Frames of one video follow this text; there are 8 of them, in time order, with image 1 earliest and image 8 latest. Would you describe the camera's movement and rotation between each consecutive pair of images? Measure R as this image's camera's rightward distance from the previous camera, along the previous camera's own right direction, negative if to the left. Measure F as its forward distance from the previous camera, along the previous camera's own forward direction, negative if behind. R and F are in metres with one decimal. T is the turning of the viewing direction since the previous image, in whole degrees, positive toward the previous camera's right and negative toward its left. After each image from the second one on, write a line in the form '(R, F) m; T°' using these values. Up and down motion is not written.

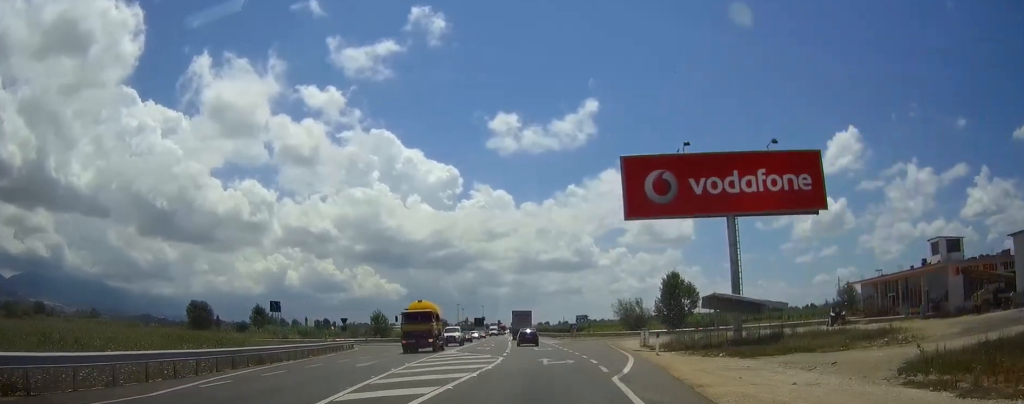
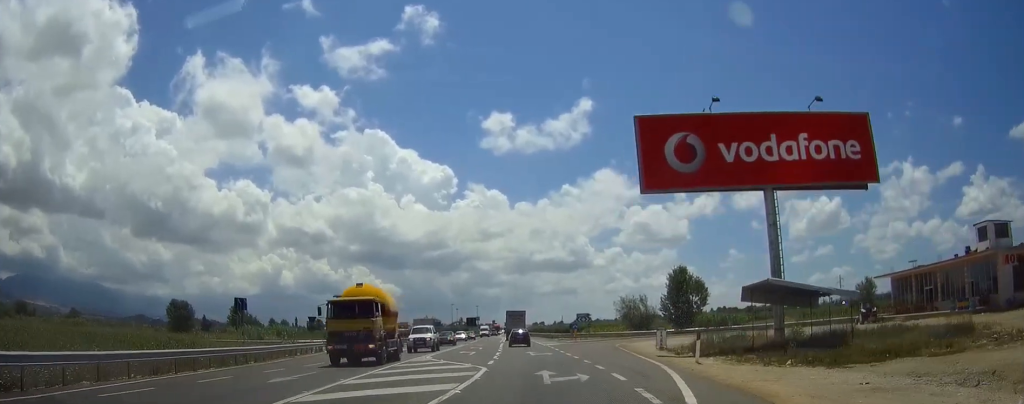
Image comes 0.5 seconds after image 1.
(0.0, +8.8) m; 0°
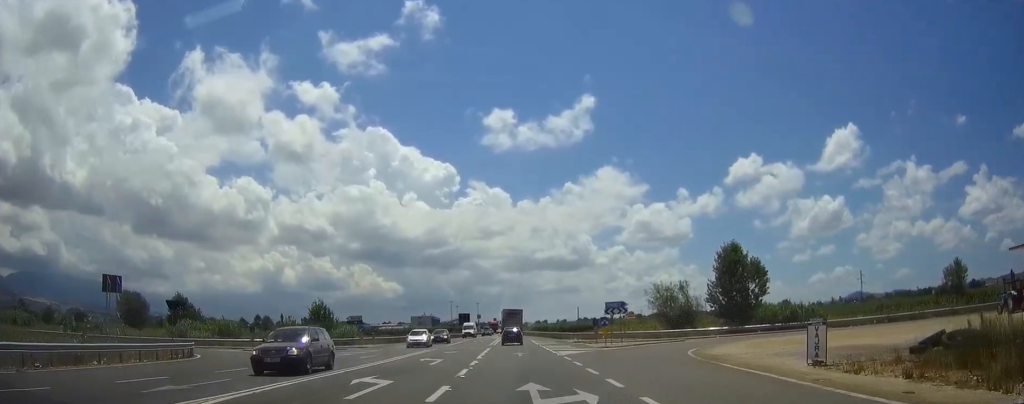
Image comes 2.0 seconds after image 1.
(0.0, +25.1) m; 0°
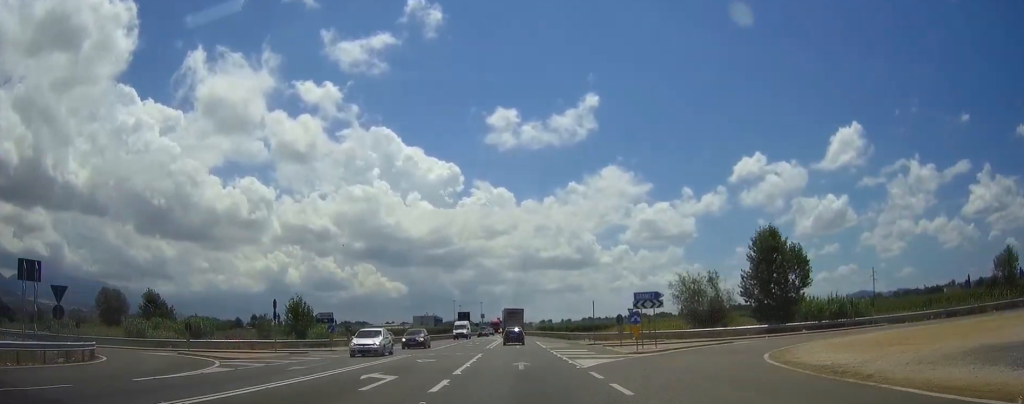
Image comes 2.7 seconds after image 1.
(0.0, +10.7) m; 0°
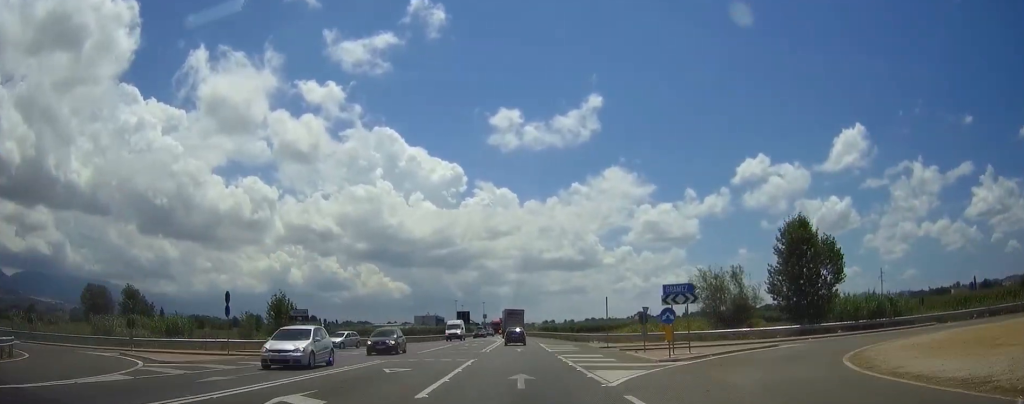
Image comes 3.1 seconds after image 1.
(0.0, +6.8) m; 0°
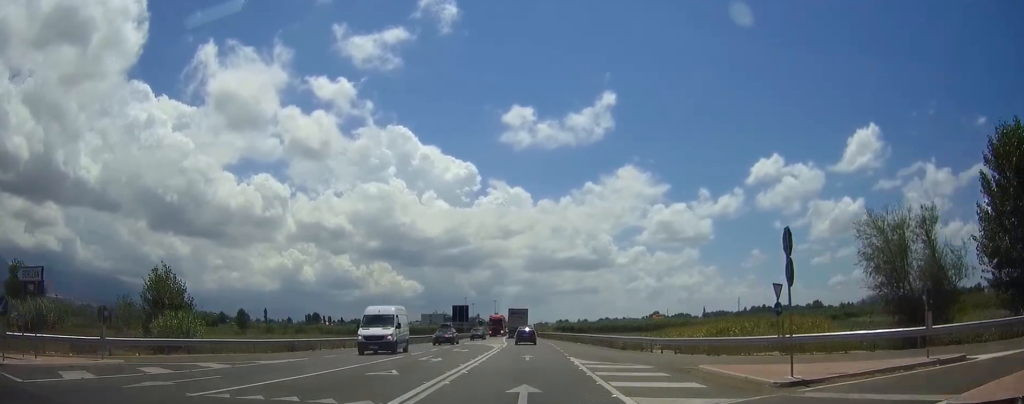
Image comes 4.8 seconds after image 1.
(-0.2, +28.8) m; -1°
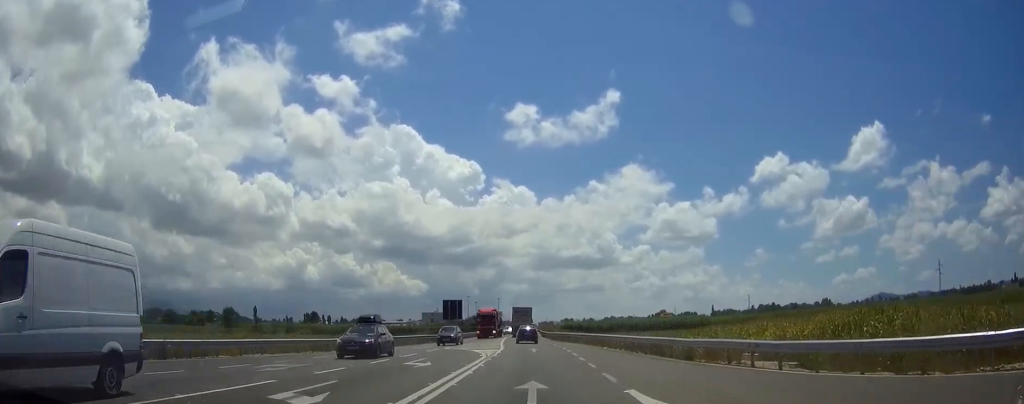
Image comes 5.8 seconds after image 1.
(-0.1, +17.0) m; 0°
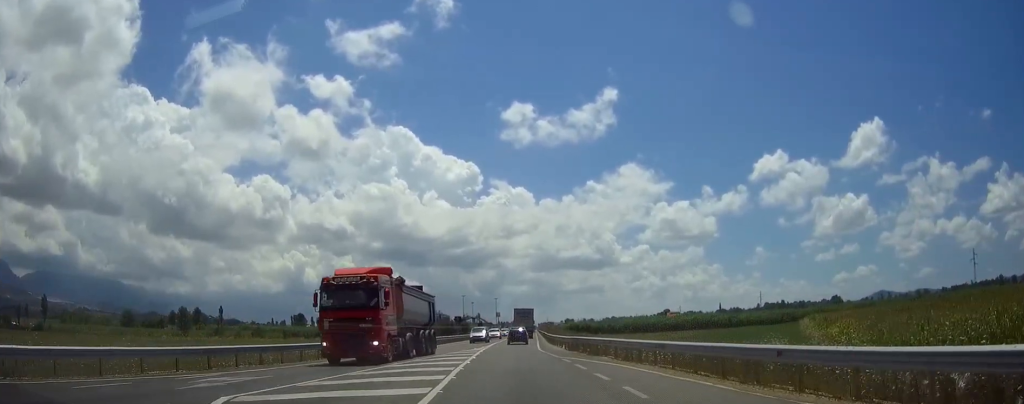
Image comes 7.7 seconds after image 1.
(-0.2, +32.8) m; -1°
